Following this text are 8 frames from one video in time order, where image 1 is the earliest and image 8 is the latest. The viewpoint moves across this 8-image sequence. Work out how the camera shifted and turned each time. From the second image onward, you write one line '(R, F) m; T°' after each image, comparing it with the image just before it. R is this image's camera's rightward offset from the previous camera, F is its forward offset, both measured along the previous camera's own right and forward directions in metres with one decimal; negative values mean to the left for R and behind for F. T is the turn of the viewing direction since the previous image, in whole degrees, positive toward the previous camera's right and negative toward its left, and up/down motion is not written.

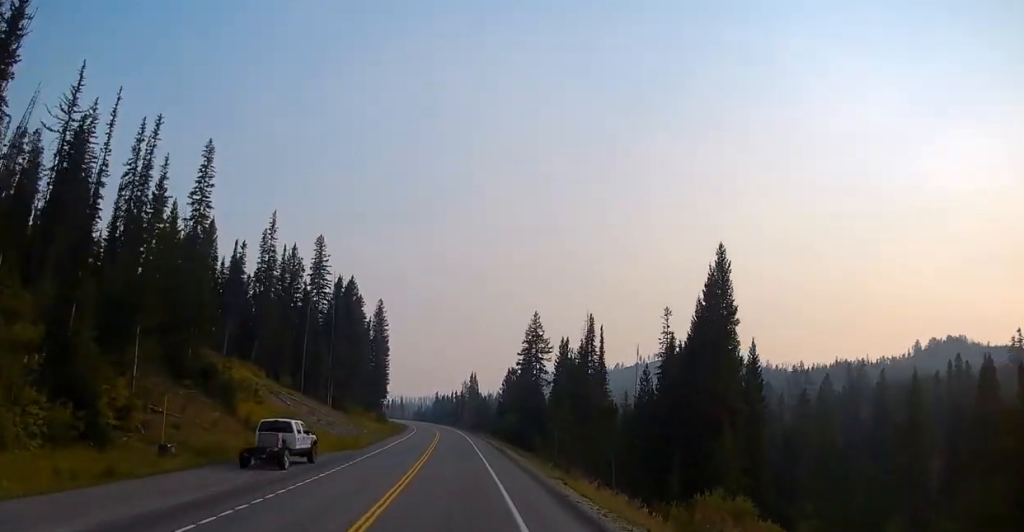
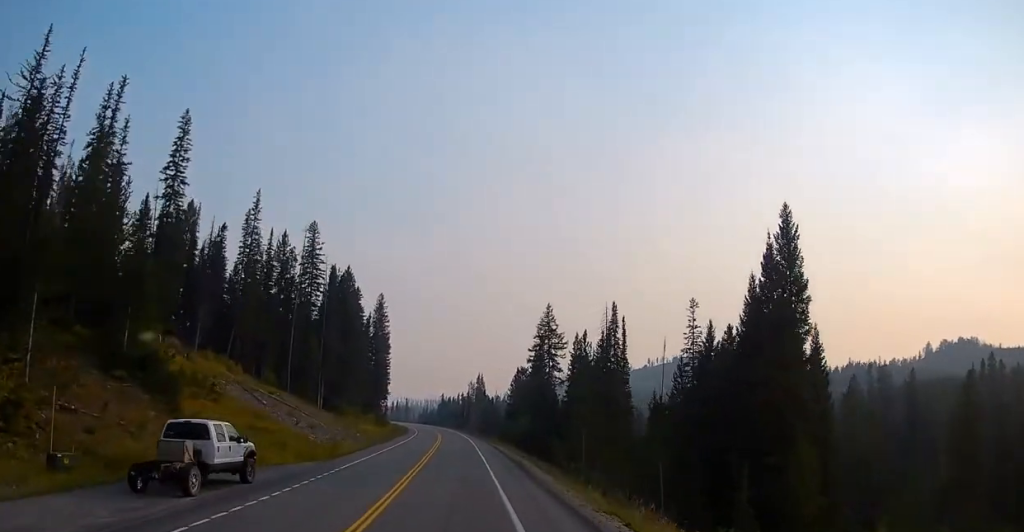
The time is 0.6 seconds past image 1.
(0.0, +10.1) m; -1°
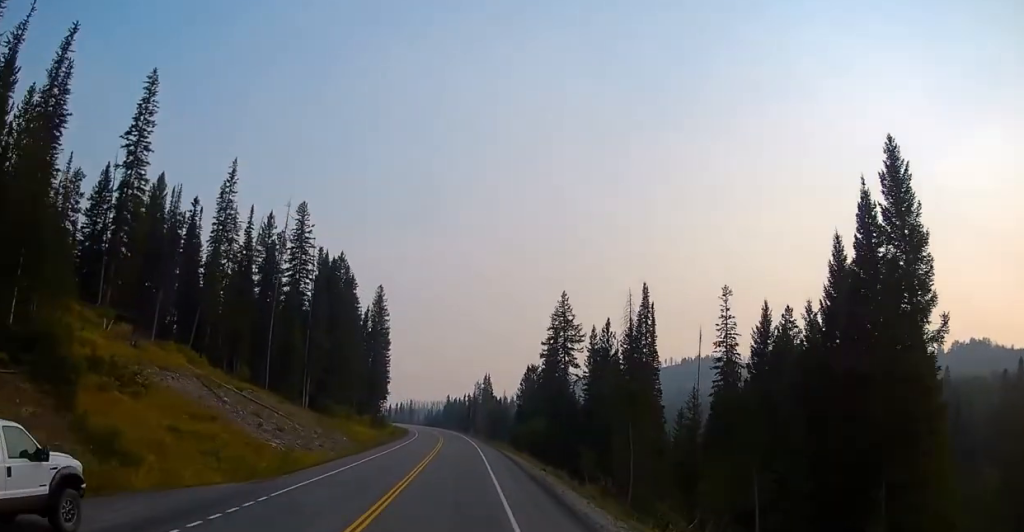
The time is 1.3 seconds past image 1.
(-0.1, +11.7) m; -1°
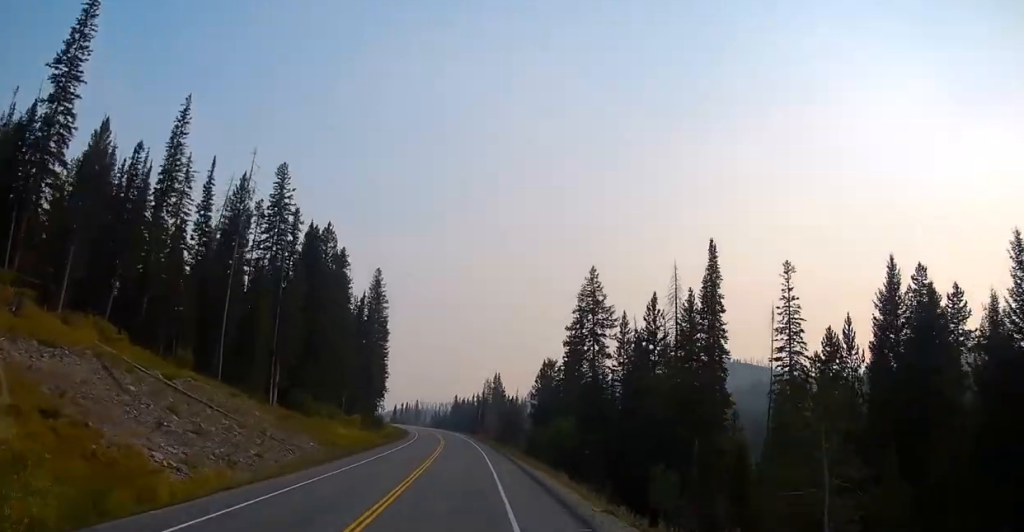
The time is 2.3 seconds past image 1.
(-0.2, +16.6) m; -1°
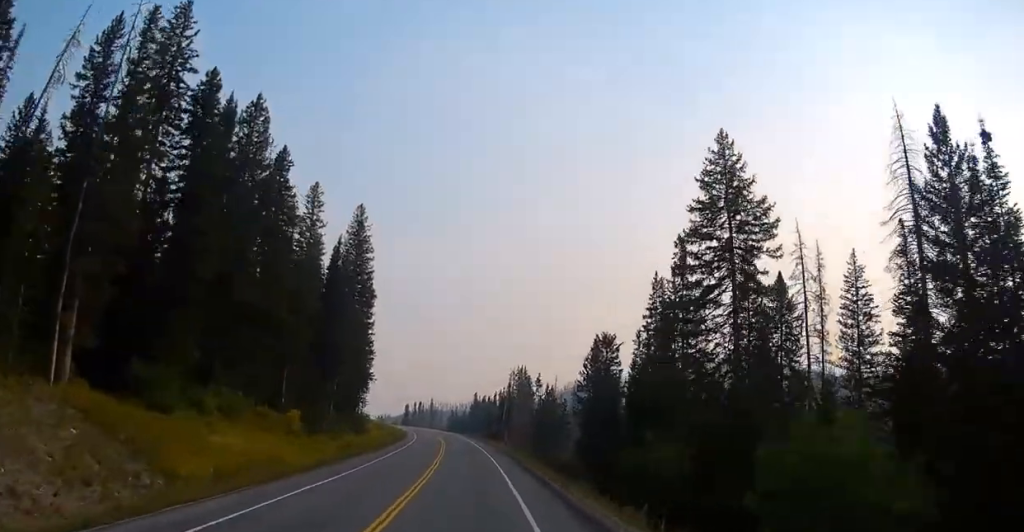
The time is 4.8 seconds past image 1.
(-0.9, +38.0) m; -1°
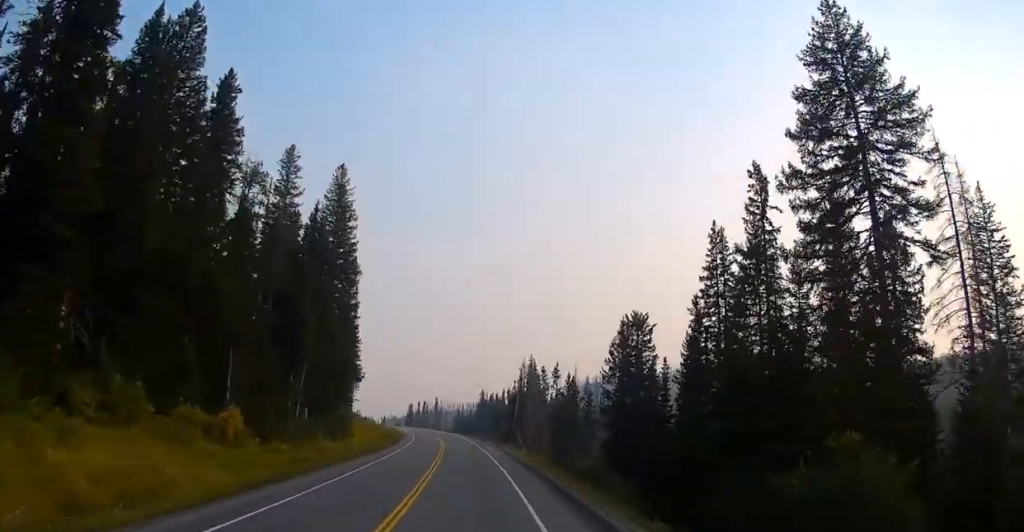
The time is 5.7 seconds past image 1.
(+0.4, +14.4) m; -1°
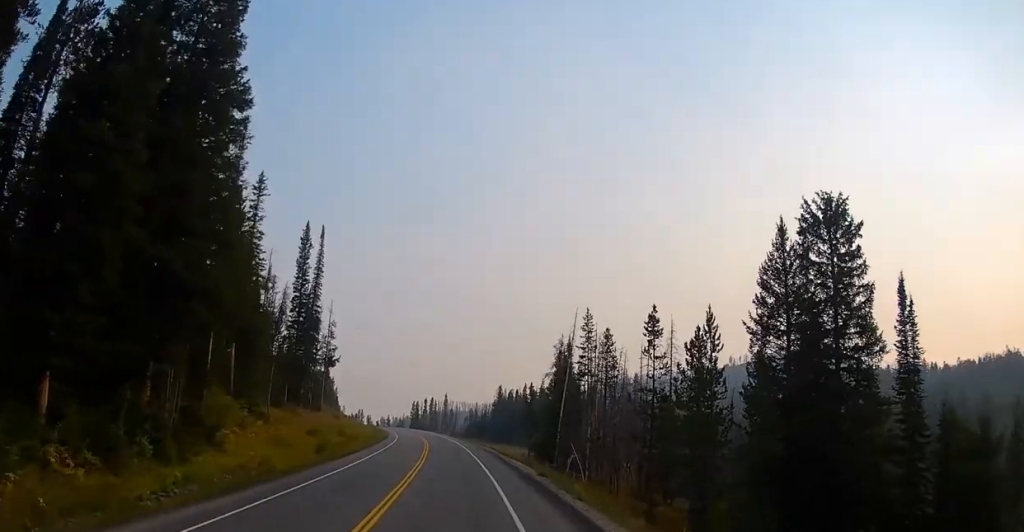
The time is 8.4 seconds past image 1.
(-1.5, +41.8) m; -3°
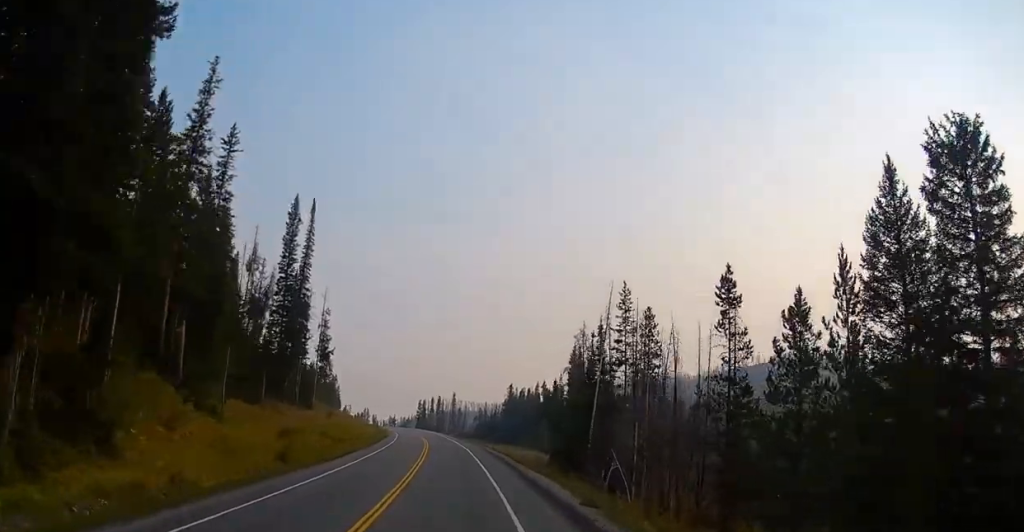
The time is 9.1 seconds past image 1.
(0.0, +10.7) m; -1°
